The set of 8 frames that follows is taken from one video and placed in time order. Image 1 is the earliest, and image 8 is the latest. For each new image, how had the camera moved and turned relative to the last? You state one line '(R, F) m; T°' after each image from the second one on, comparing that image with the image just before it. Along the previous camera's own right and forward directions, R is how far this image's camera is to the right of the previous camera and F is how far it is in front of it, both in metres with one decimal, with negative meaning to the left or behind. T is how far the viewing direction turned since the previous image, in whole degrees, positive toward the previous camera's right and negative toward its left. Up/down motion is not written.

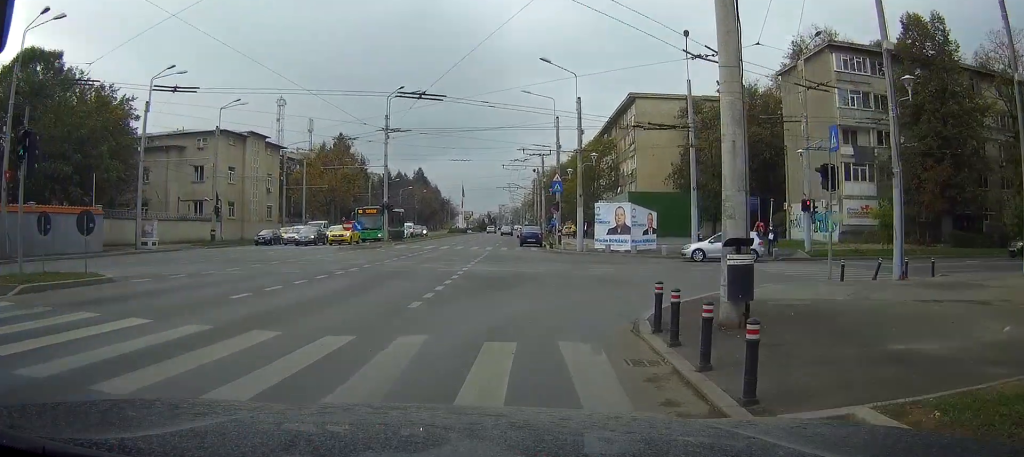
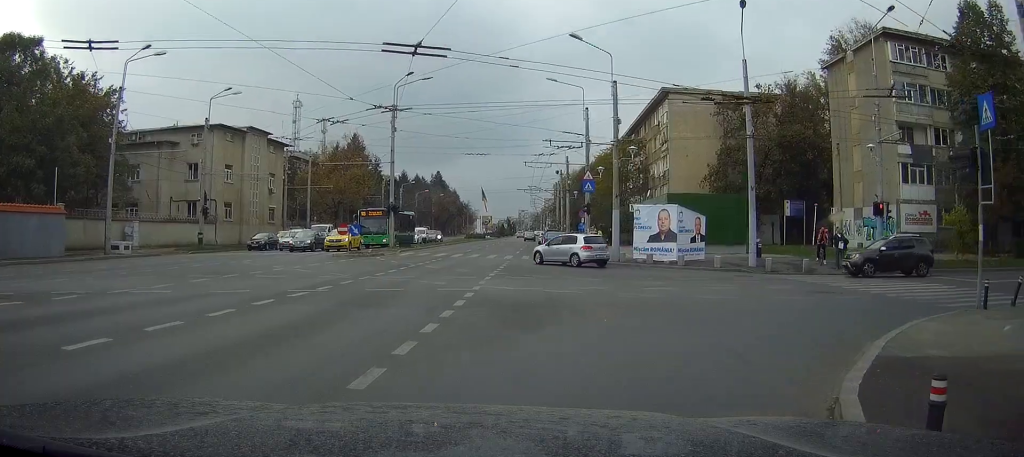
(-0.1, +6.4) m; 0°
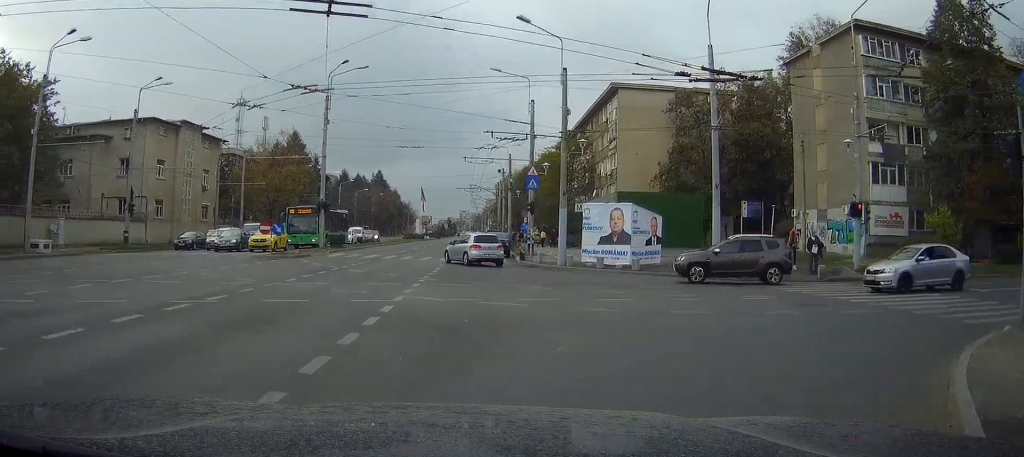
(0.0, +2.9) m; +12°
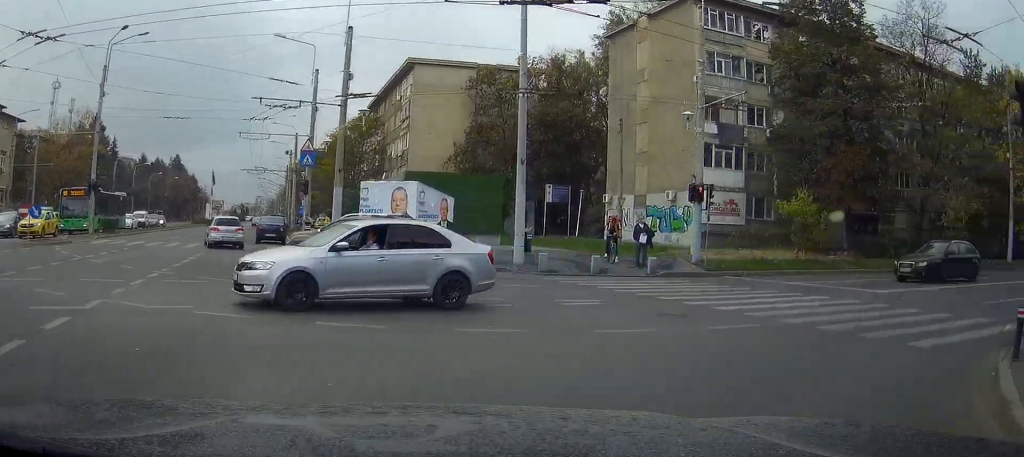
(+0.7, +4.0) m; +14°
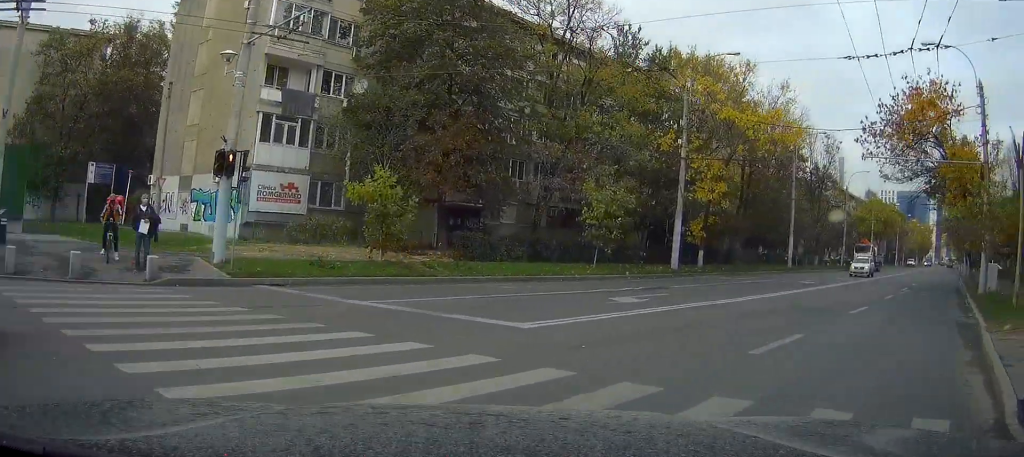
(+1.1, +7.5) m; +23°
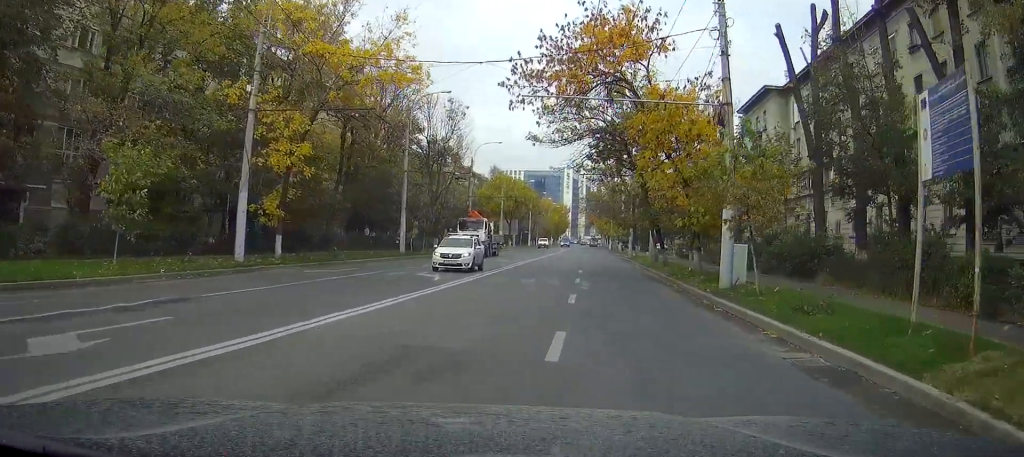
(+2.5, +8.8) m; +27°
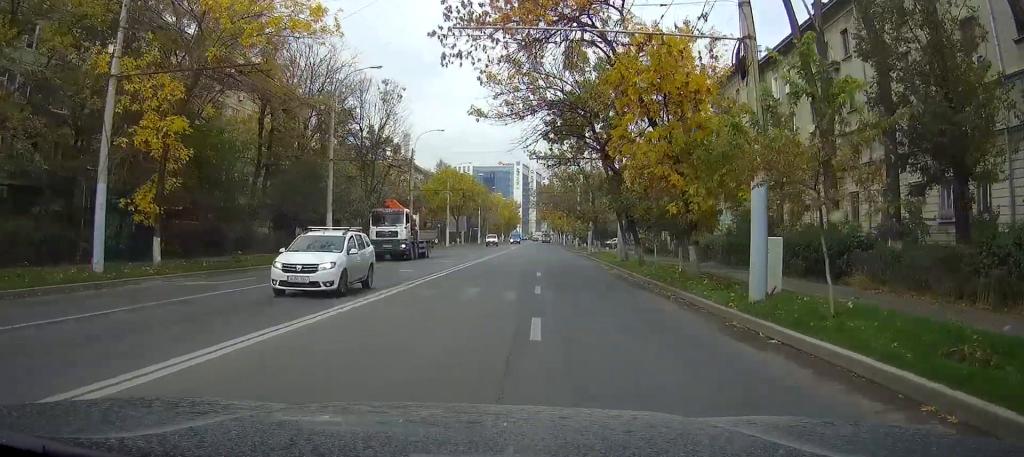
(+0.6, +6.9) m; +5°
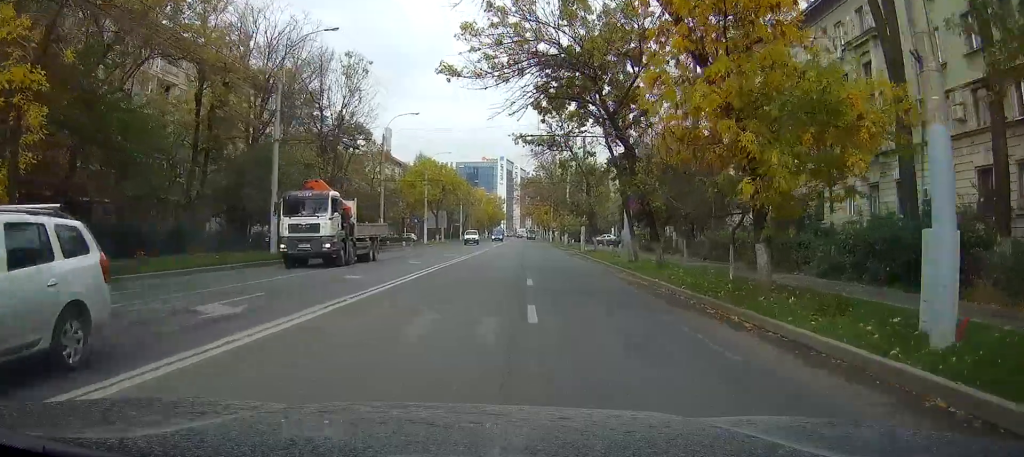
(+0.2, +7.2) m; +2°
